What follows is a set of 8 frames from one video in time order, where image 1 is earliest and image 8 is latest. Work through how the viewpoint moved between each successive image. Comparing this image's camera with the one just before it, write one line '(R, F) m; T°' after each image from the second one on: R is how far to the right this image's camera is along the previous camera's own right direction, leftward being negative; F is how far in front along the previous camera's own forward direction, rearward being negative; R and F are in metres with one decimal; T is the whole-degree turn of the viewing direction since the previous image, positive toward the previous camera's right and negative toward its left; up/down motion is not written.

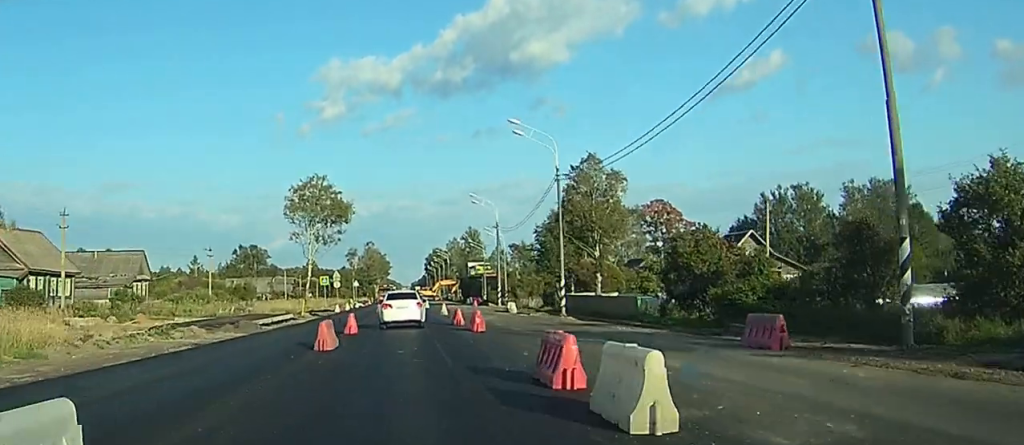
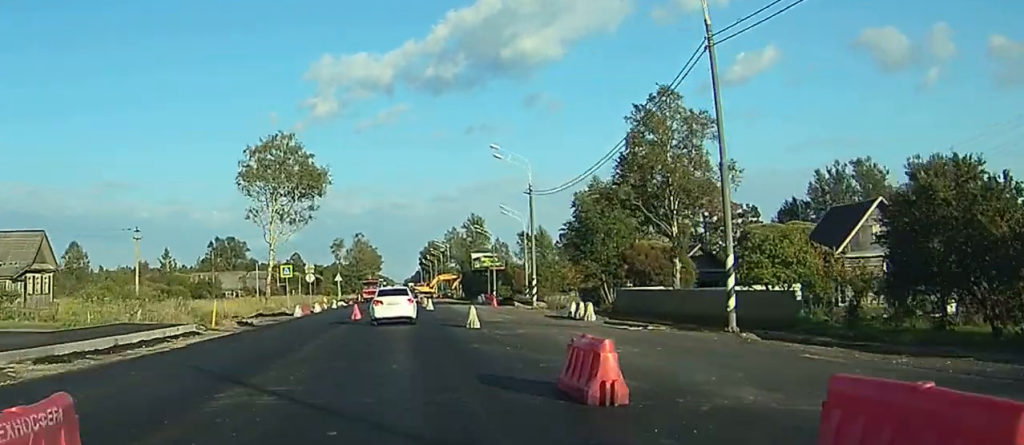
(0.0, +26.5) m; +1°
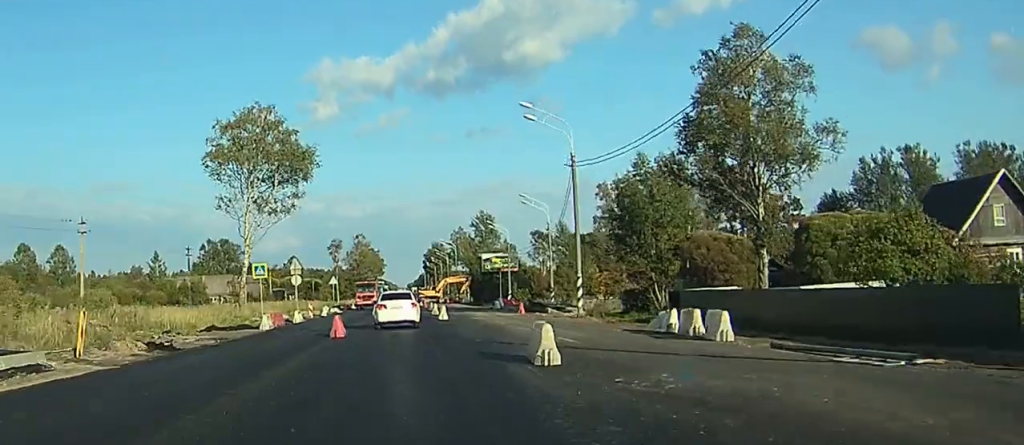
(+0.1, +14.3) m; +1°
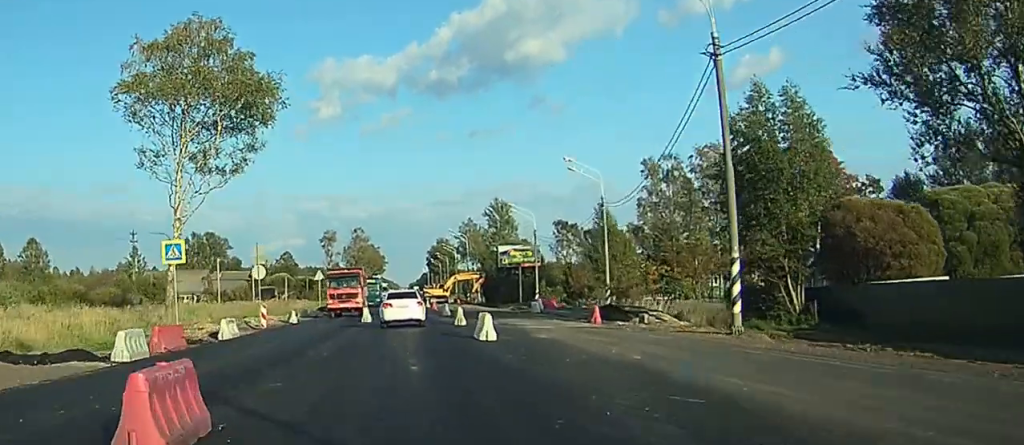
(-0.1, +21.9) m; -2°
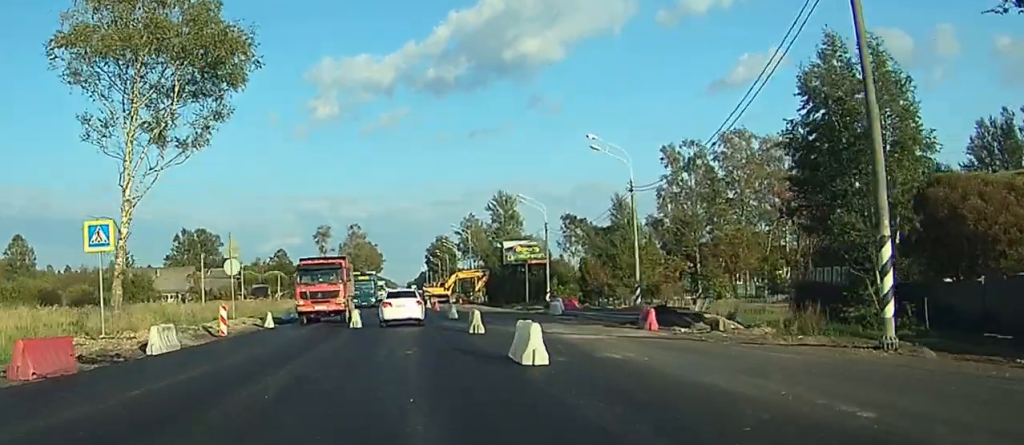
(-0.4, +8.7) m; -1°
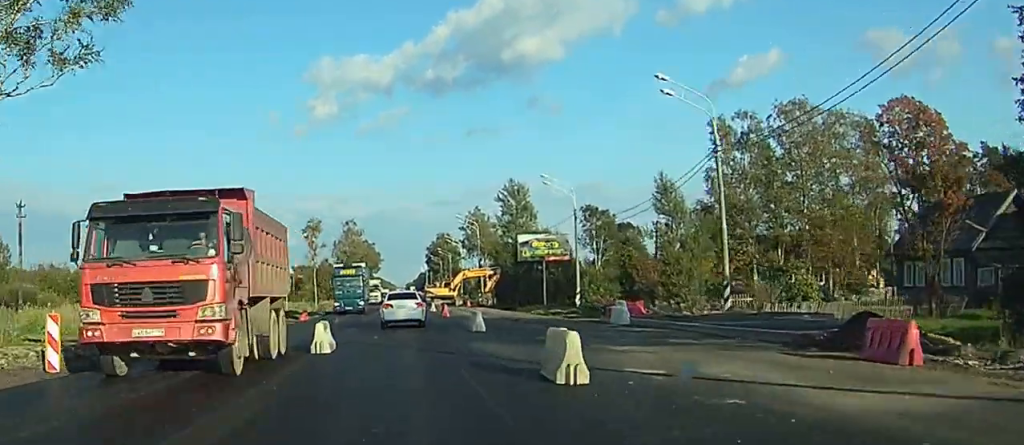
(+0.3, +15.7) m; +1°
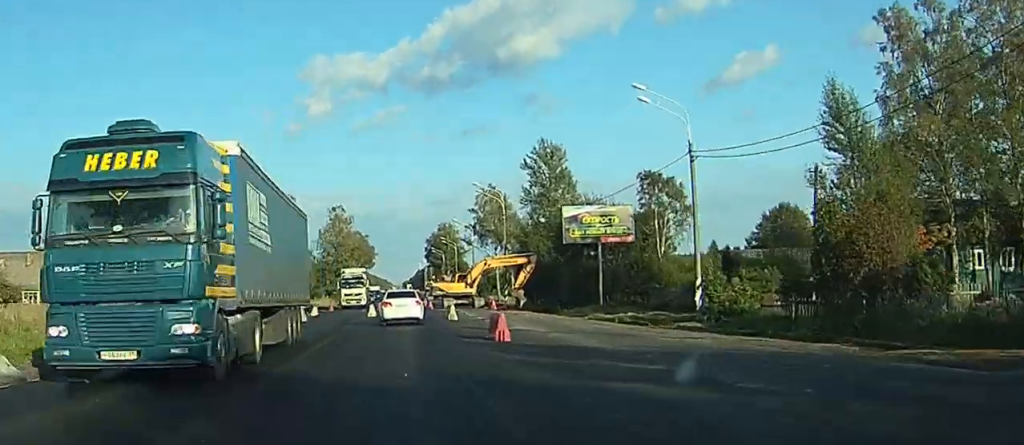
(+0.2, +31.0) m; +1°
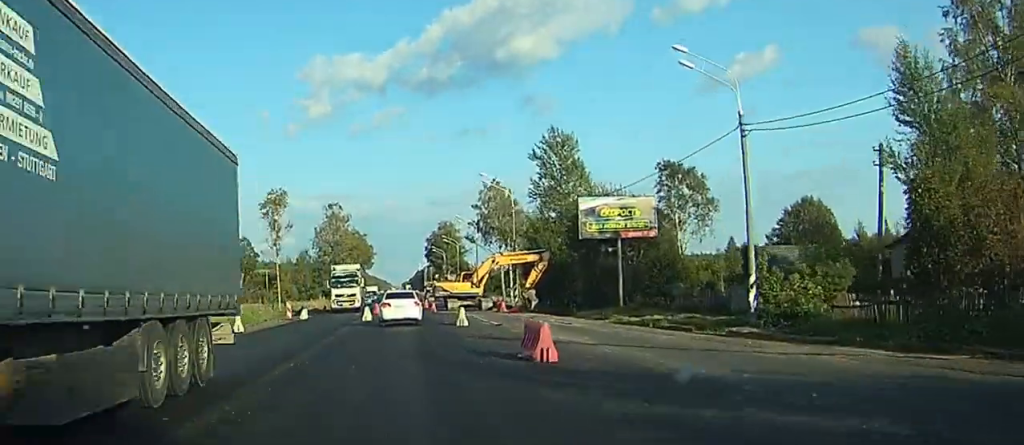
(0.0, +6.8) m; 0°
